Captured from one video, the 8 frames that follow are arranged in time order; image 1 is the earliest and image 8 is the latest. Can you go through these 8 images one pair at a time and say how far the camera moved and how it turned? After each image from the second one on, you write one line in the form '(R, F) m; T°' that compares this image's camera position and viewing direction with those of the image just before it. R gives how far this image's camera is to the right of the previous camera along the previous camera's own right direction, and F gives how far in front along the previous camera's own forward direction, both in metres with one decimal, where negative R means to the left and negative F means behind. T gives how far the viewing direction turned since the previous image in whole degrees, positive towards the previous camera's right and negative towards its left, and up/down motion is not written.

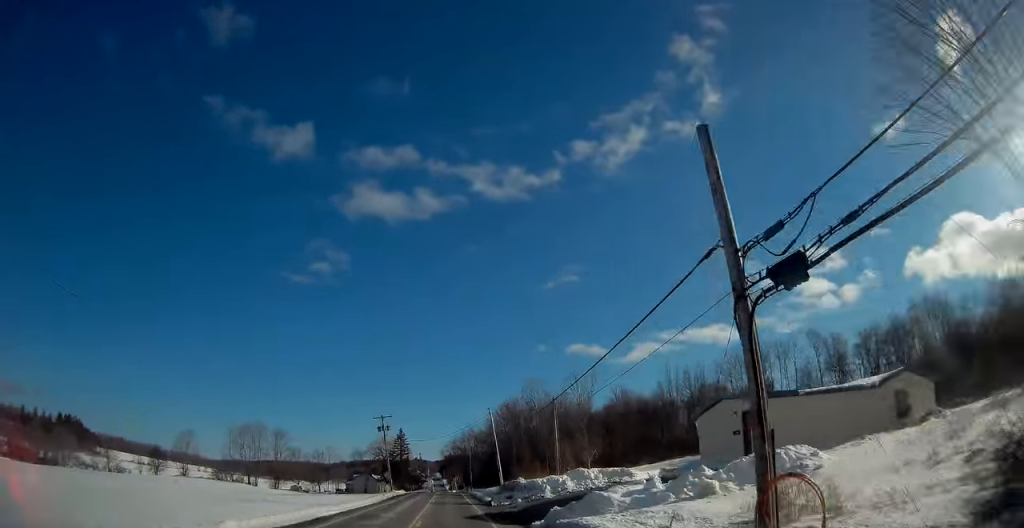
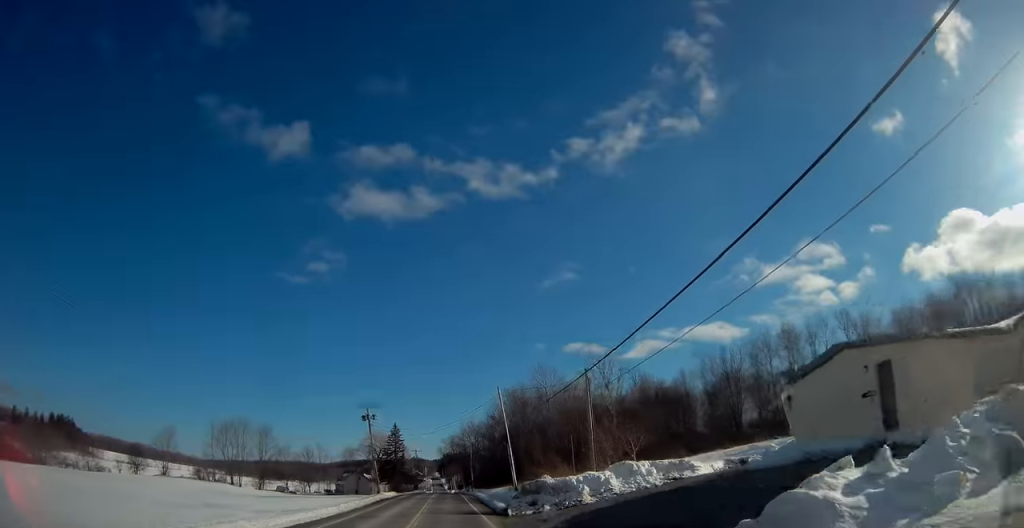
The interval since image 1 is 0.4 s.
(-0.1, +12.2) m; 0°
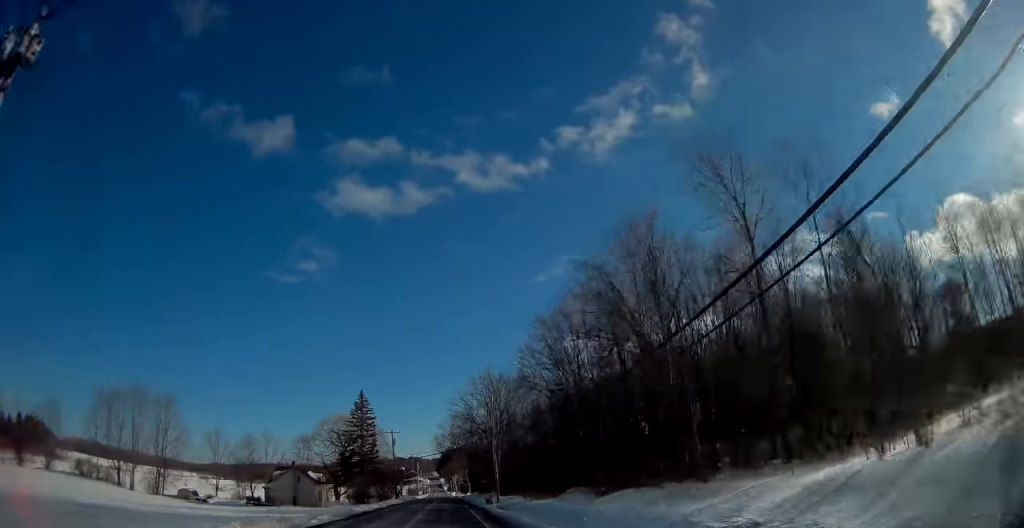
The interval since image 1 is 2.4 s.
(+0.3, +55.4) m; -1°
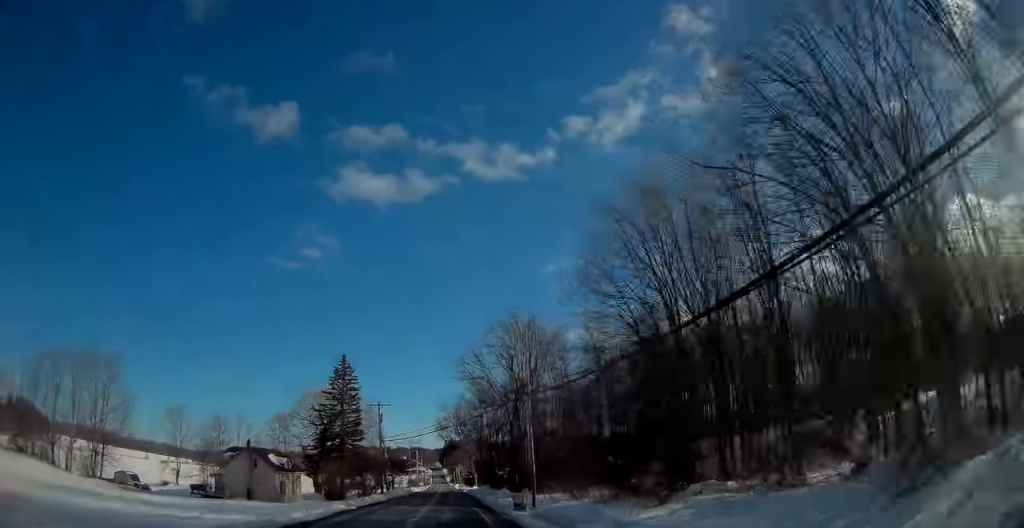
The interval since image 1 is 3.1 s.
(-0.1, +20.2) m; 0°
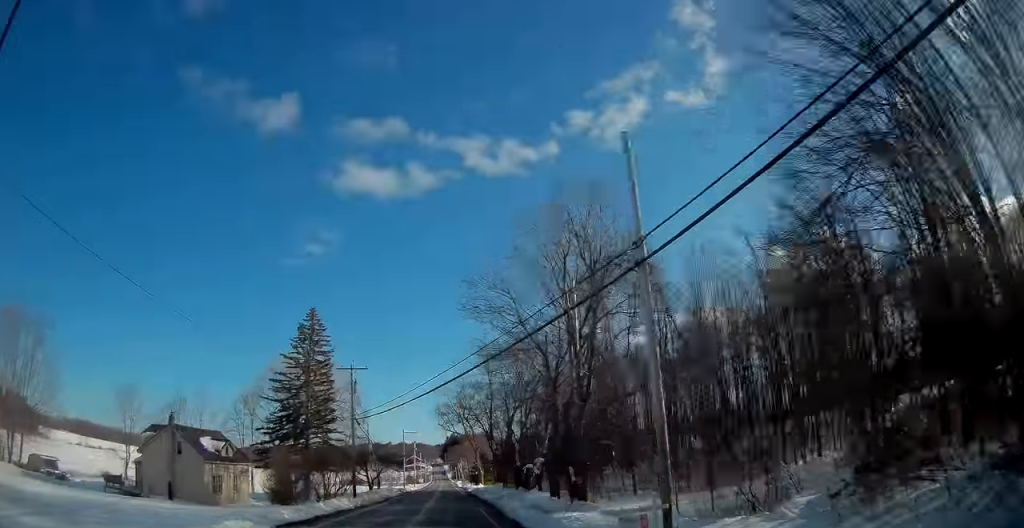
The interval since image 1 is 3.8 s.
(0.0, +18.9) m; 0°
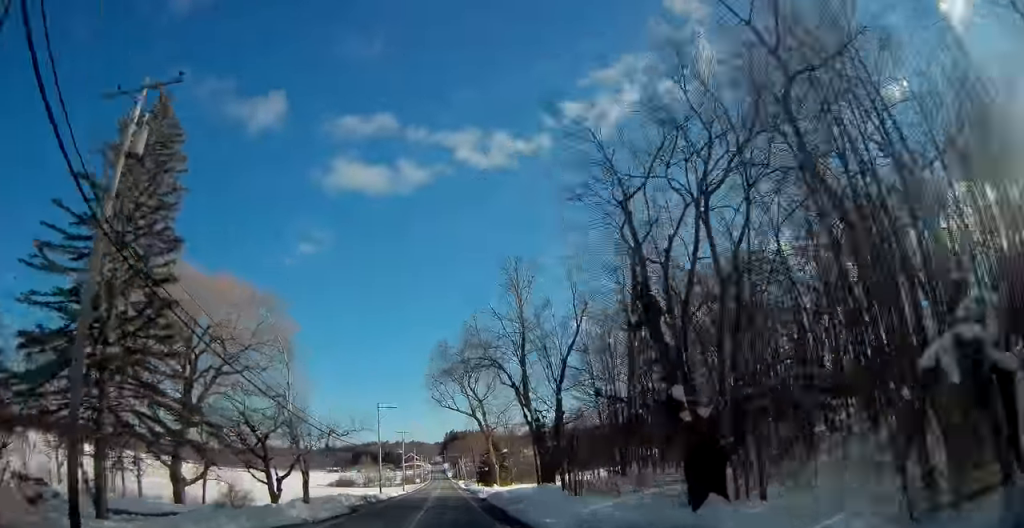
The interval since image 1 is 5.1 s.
(+0.2, +33.5) m; -1°
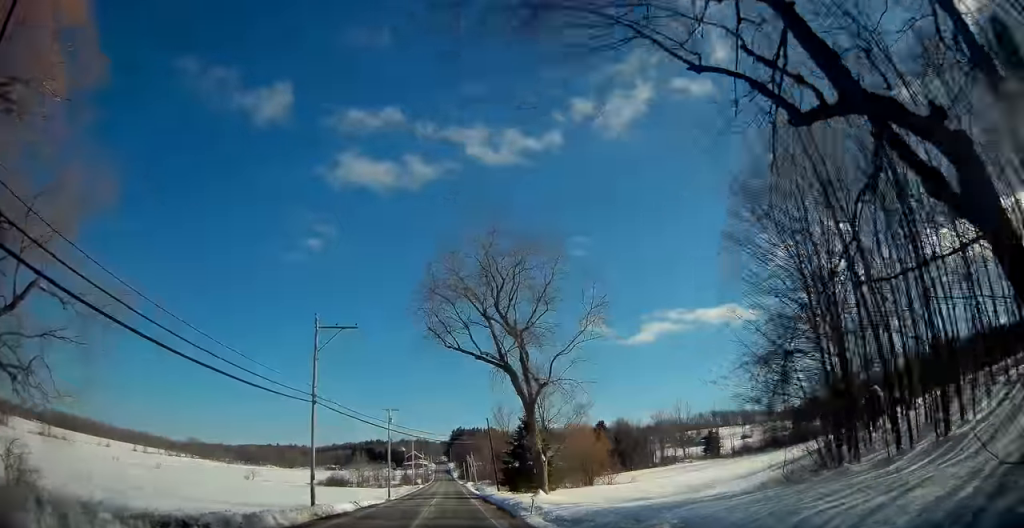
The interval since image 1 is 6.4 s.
(-0.6, +33.2) m; -1°
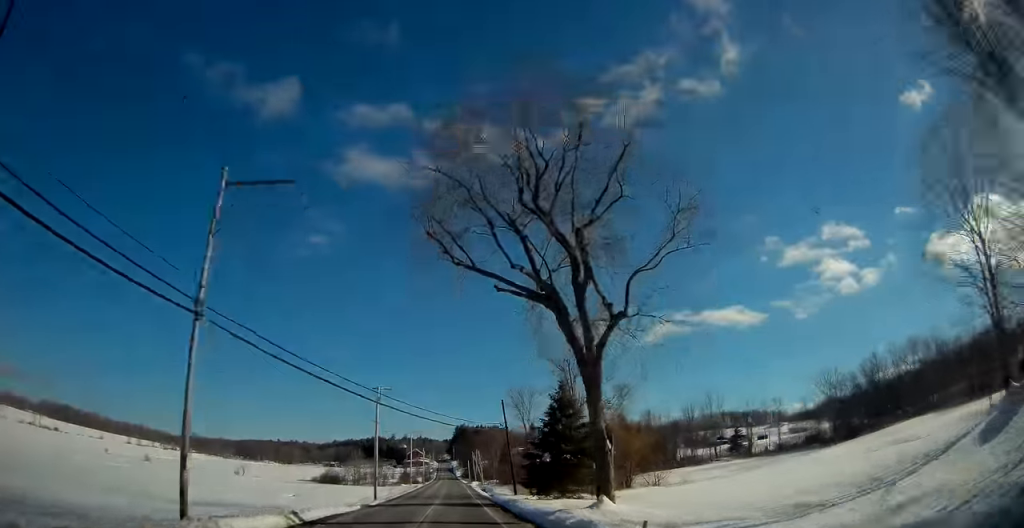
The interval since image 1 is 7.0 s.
(+0.2, +15.7) m; +1°
